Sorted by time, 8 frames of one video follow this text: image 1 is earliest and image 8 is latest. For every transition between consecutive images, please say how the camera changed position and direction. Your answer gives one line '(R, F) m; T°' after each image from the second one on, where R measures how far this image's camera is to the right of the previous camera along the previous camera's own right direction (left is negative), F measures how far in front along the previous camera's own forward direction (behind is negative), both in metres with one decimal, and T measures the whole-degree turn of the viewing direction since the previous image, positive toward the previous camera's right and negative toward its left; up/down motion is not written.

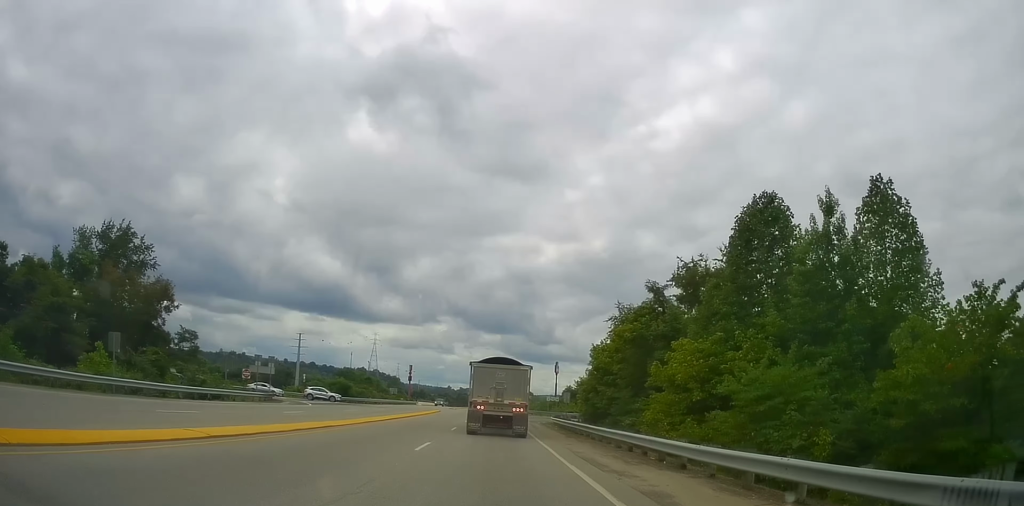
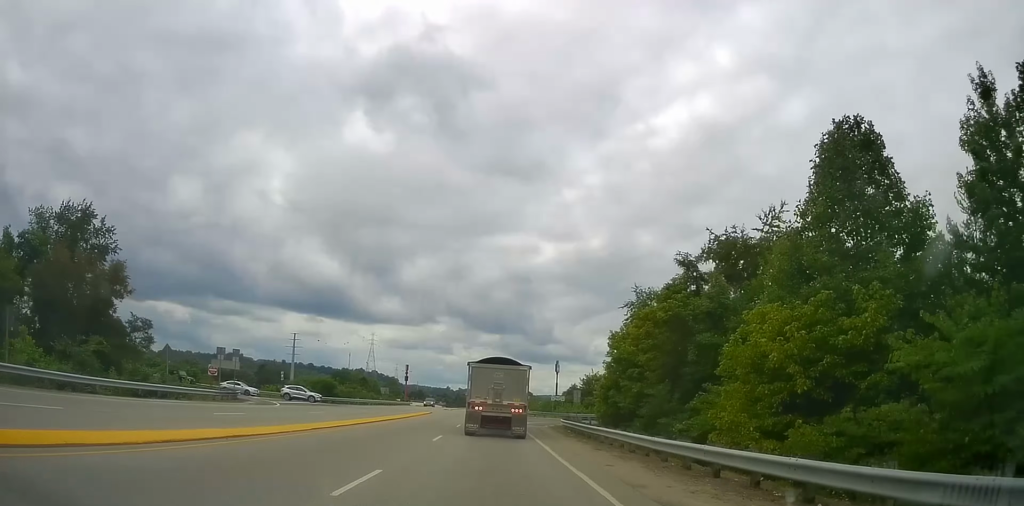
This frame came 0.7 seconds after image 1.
(-0.2, +7.6) m; -1°
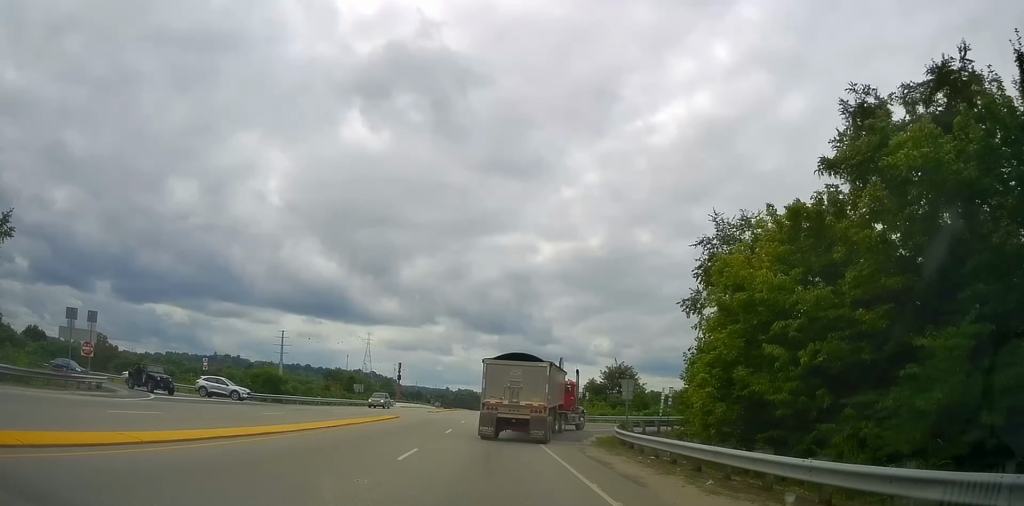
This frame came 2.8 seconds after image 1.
(-0.1, +19.4) m; -2°
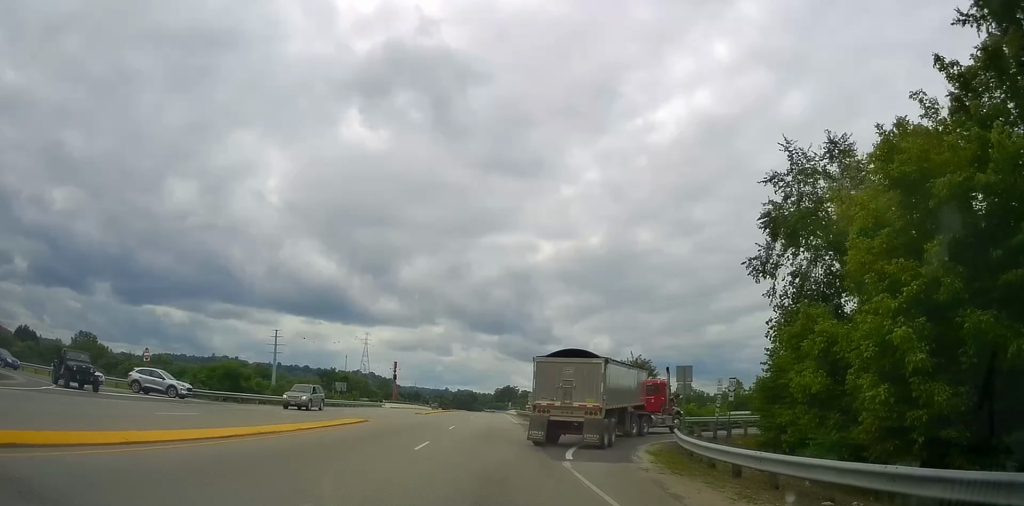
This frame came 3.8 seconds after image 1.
(-0.2, +9.9) m; -3°
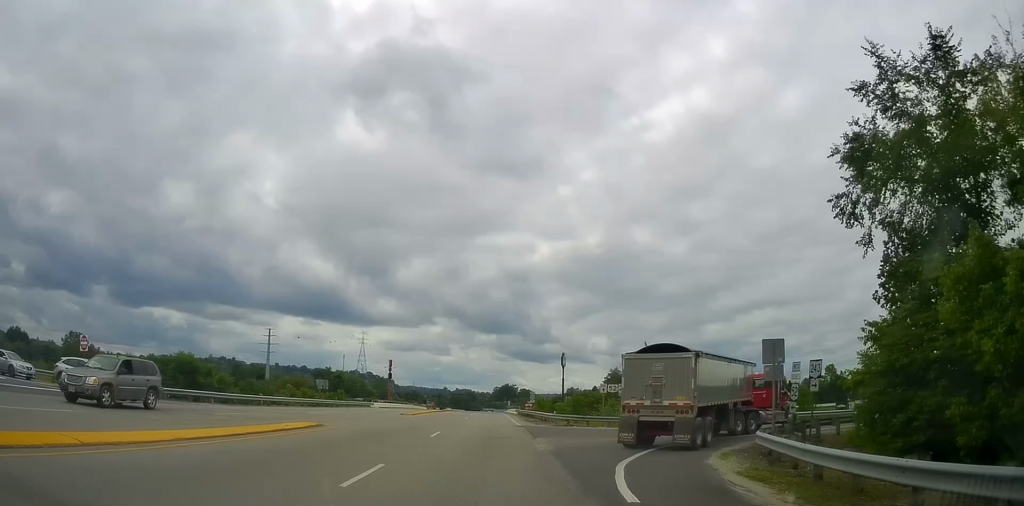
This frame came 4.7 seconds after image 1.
(-0.3, +8.2) m; -1°
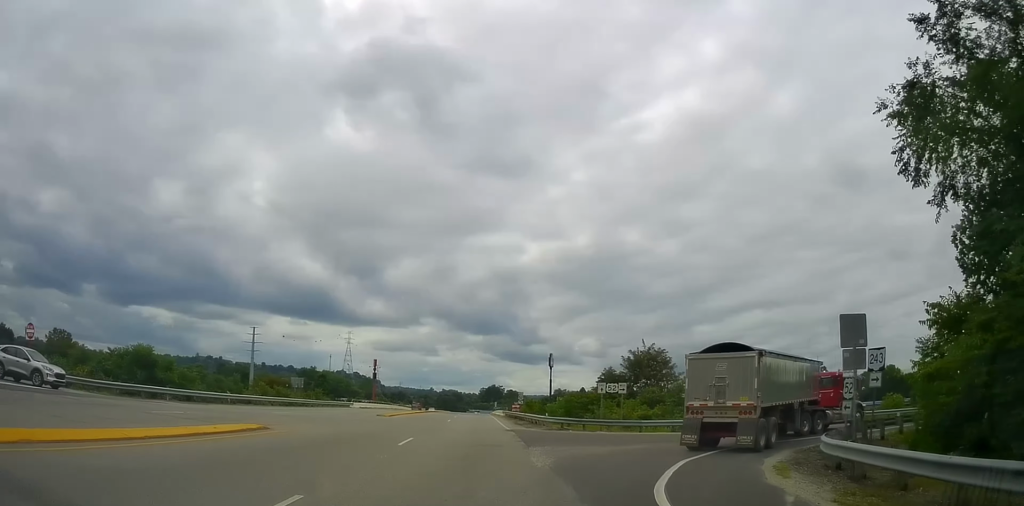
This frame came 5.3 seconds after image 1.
(0.0, +4.8) m; +3°
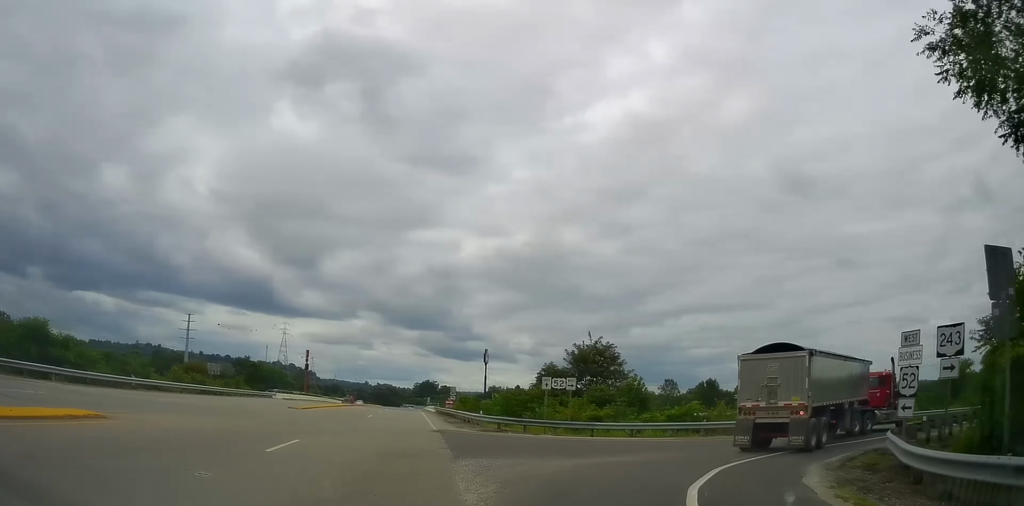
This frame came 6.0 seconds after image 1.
(+0.3, +6.0) m; +10°
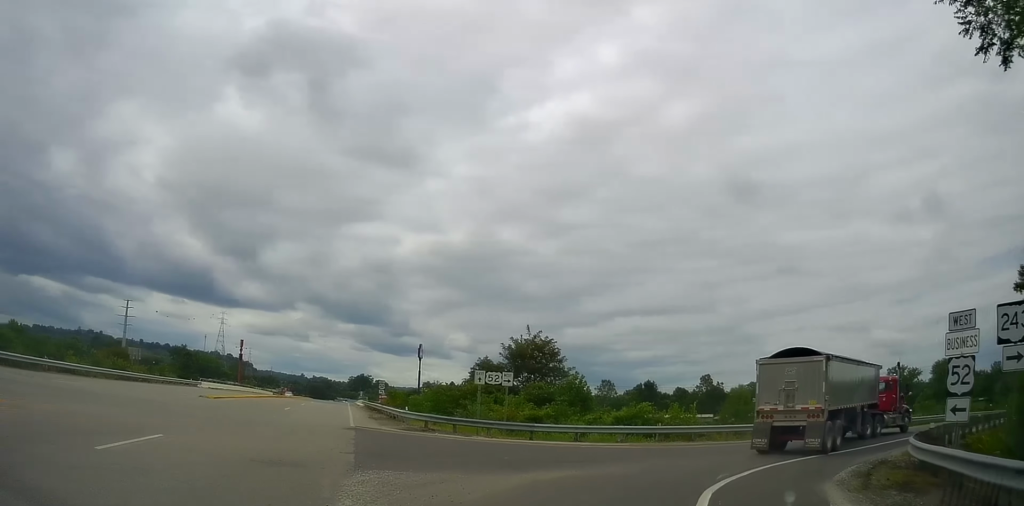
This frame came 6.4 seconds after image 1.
(-0.2, +3.9) m; +9°
